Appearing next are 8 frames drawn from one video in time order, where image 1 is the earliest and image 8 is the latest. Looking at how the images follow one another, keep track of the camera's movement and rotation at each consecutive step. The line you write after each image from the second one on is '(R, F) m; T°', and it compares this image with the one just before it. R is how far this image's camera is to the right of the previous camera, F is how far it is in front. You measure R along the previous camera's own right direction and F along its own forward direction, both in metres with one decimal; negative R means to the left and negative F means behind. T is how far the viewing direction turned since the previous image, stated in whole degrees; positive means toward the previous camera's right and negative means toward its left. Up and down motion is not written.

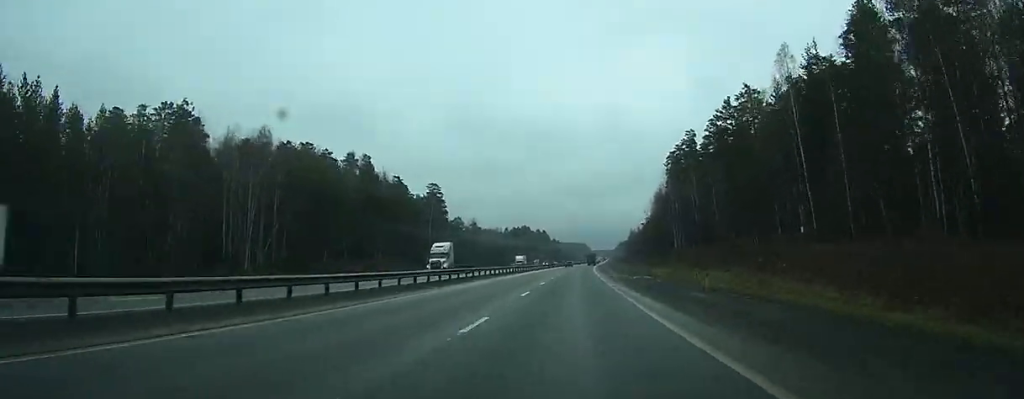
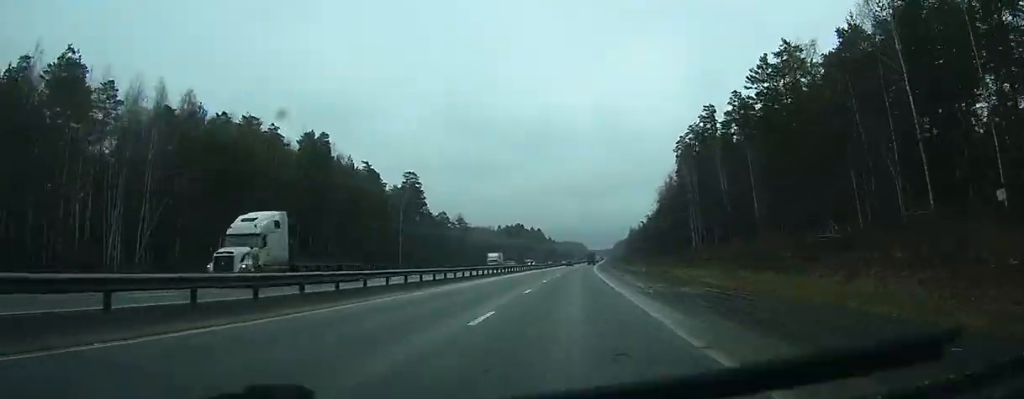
(+0.1, +23.1) m; 0°
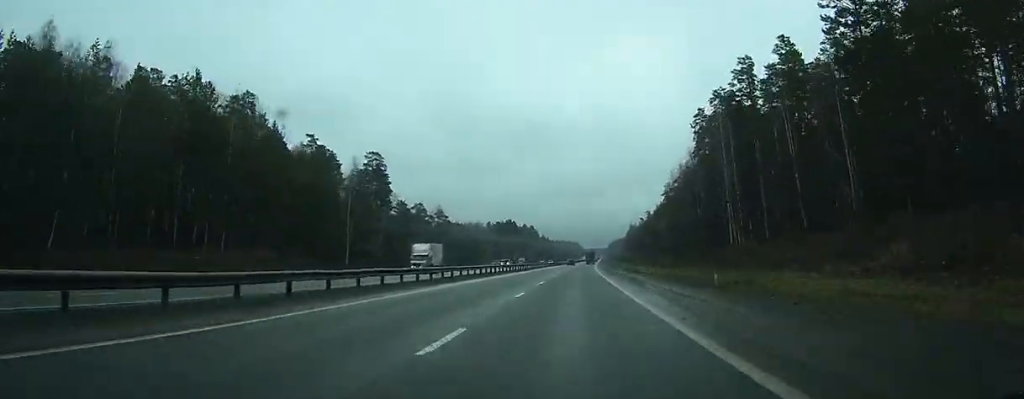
(+0.2, +28.3) m; +1°
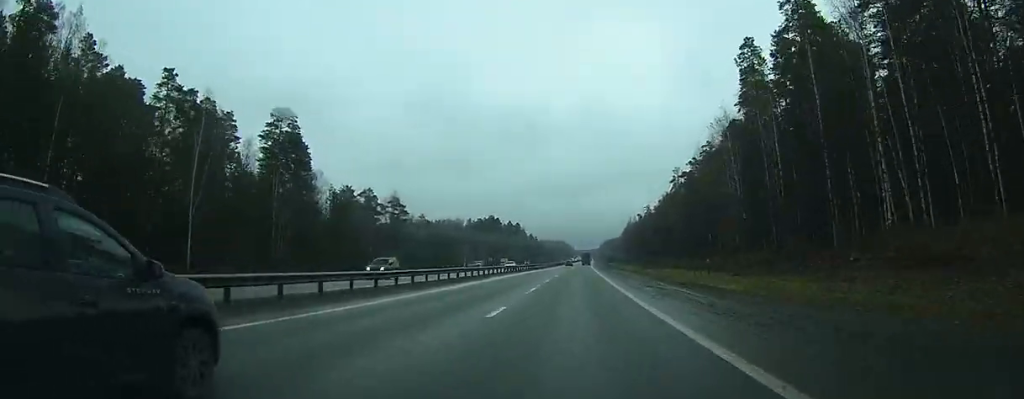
(+0.4, +42.4) m; +1°
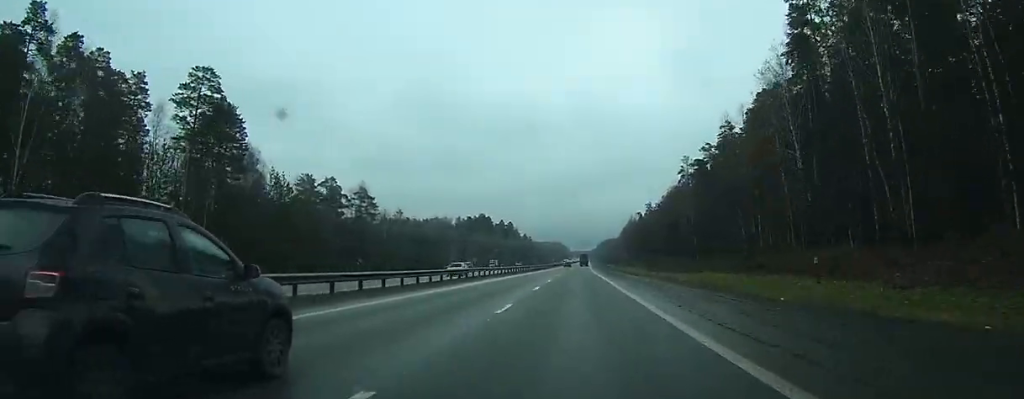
(0.0, +22.9) m; 0°
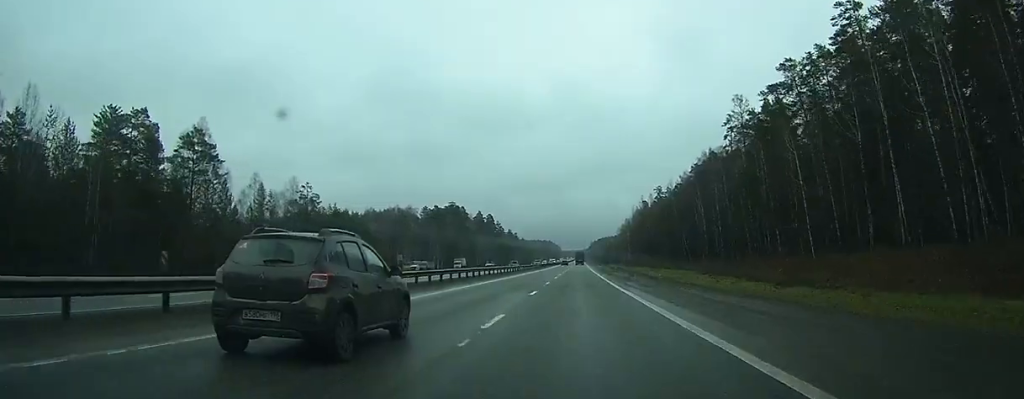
(+0.4, +63.2) m; +1°
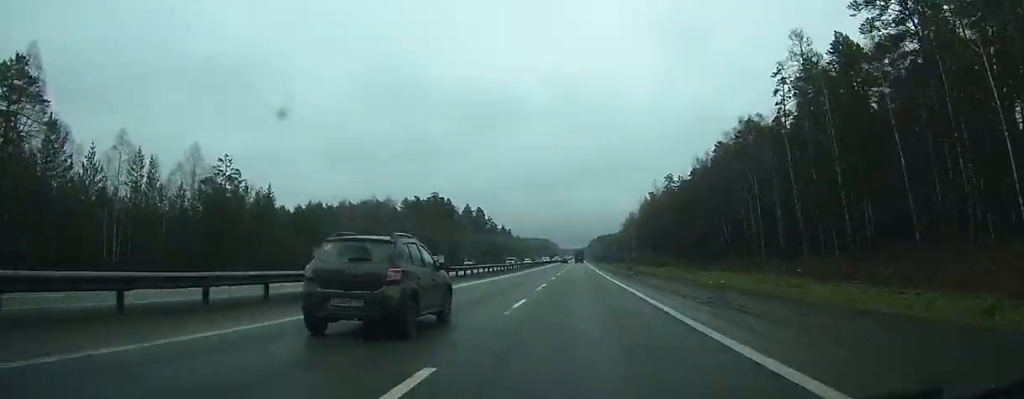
(0.0, +31.5) m; 0°
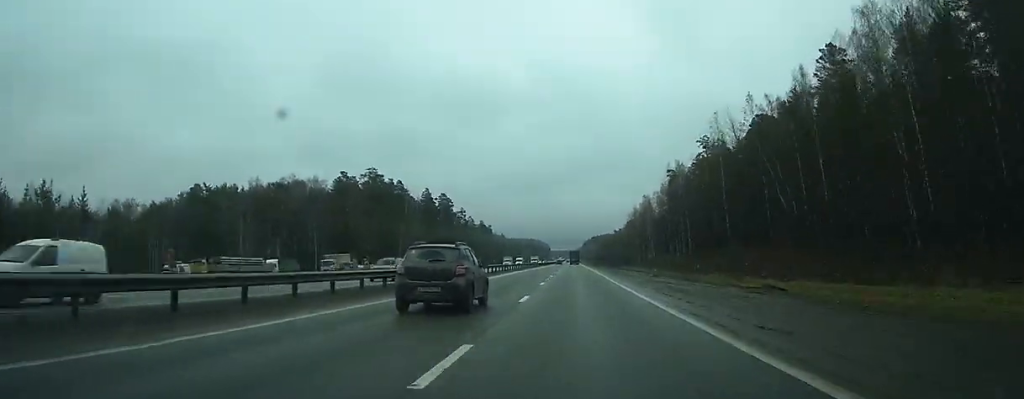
(+0.3, +70.0) m; +1°
